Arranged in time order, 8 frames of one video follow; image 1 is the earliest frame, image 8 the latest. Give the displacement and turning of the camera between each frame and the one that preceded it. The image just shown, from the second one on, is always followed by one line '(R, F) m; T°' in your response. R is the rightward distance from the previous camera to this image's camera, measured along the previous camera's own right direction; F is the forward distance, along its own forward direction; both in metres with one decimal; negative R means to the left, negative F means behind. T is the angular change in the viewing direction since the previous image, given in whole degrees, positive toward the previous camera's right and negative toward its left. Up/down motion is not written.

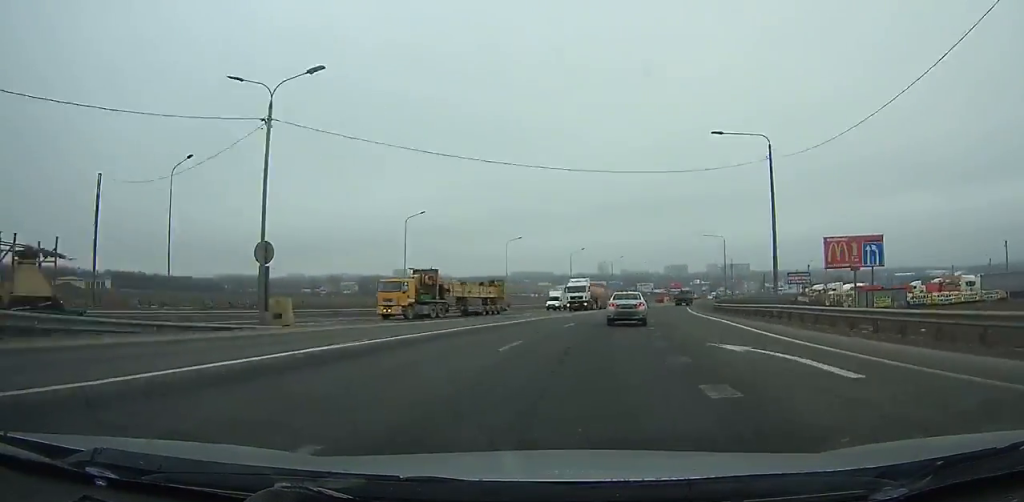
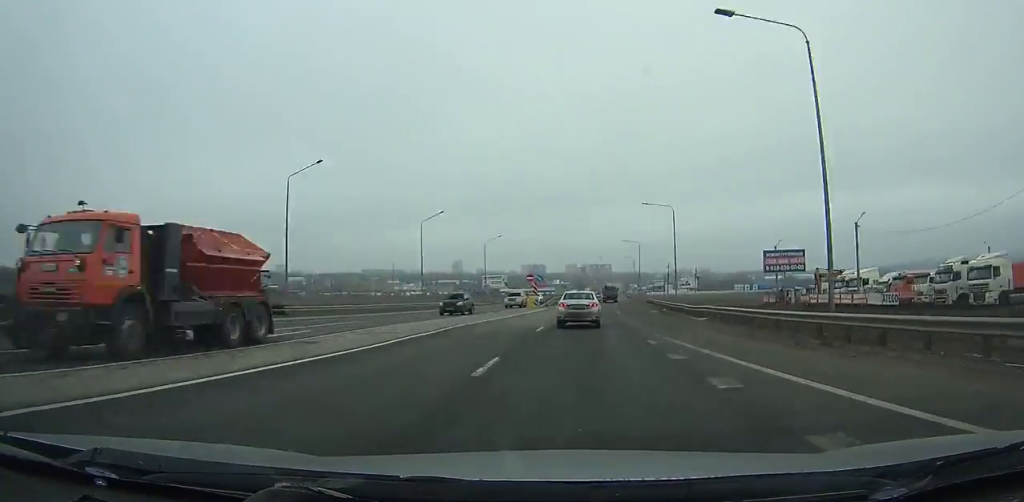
(+8.8, +74.2) m; +11°
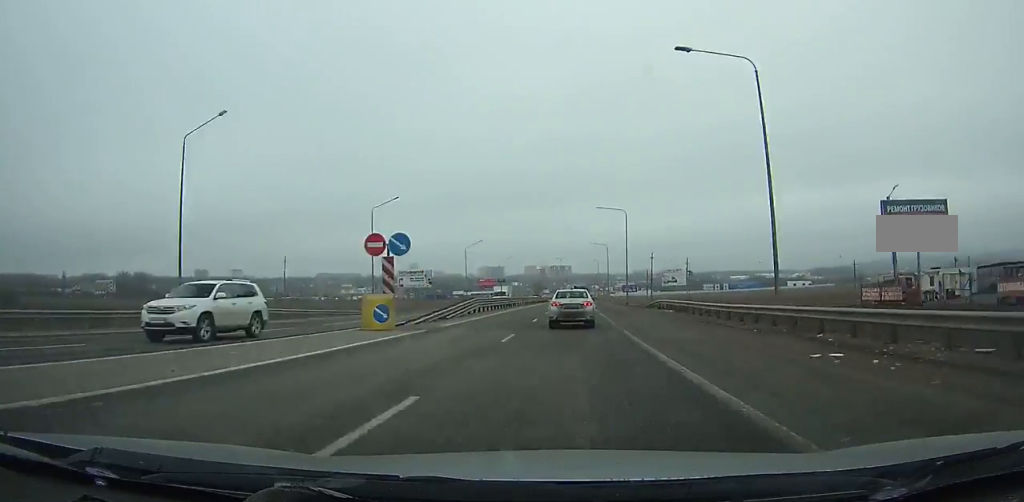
(+1.6, +41.5) m; +2°
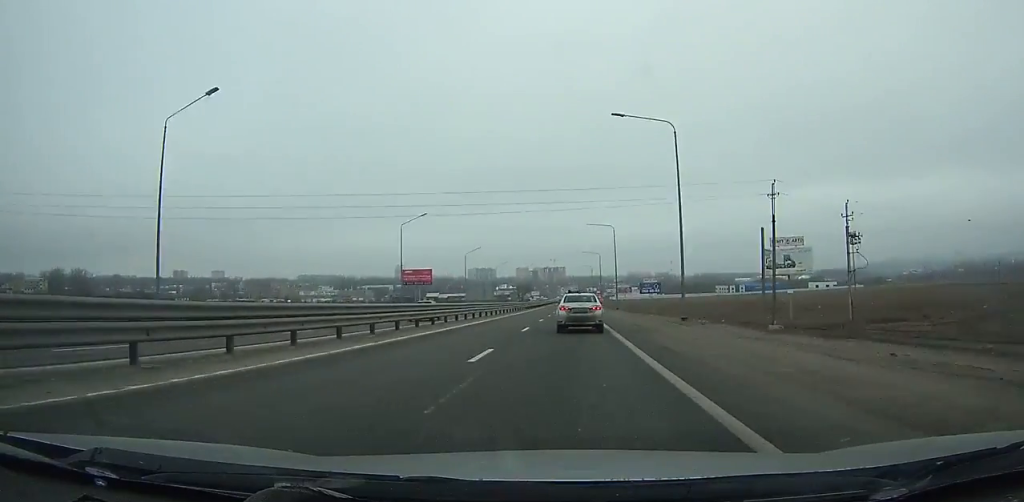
(+1.3, +84.5) m; +1°
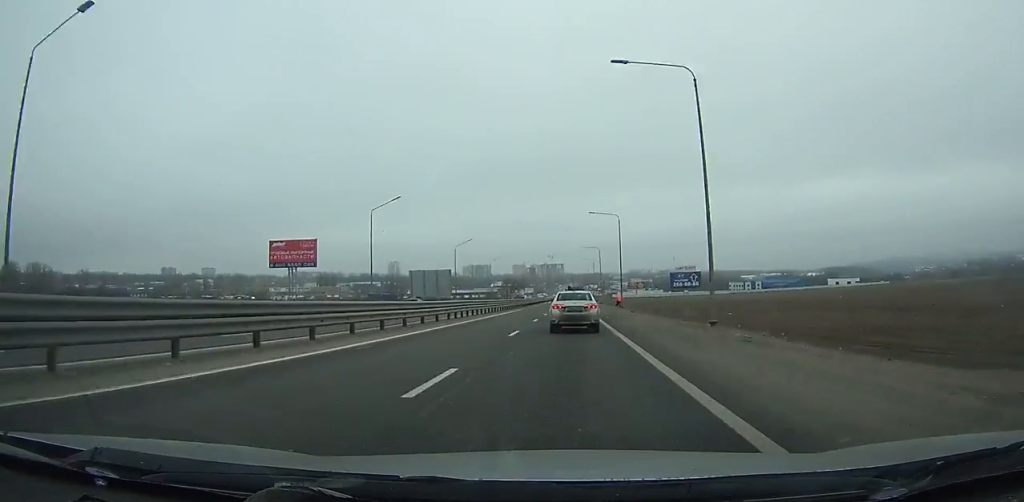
(-0.2, +53.2) m; 0°
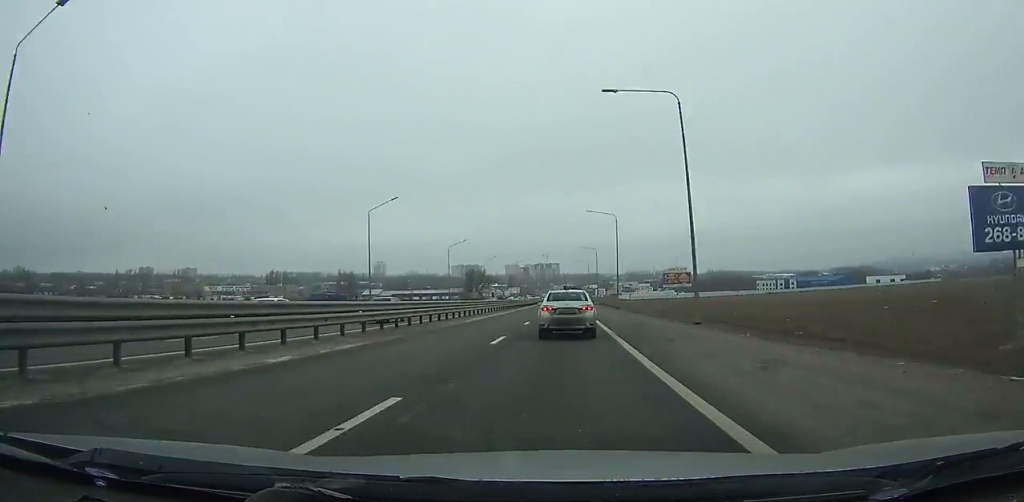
(+0.5, +87.4) m; 0°
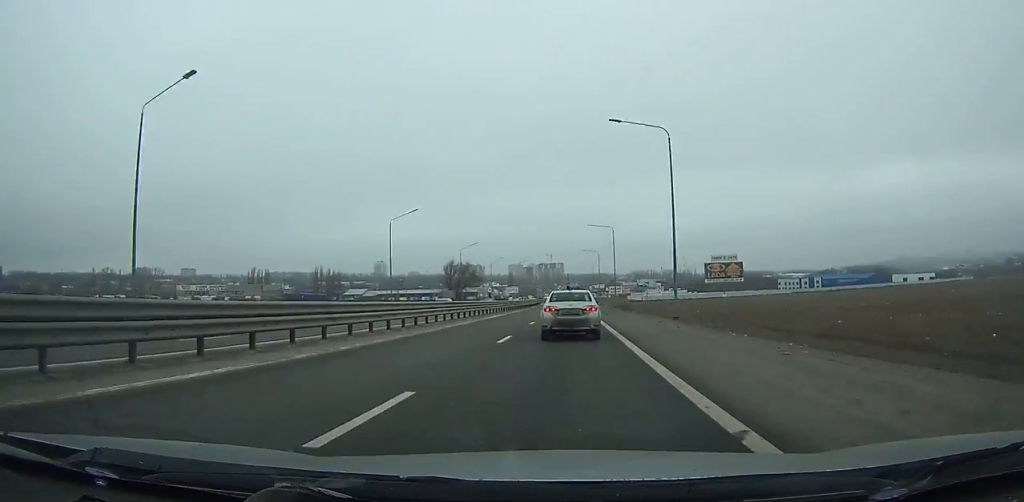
(-0.1, +36.0) m; 0°
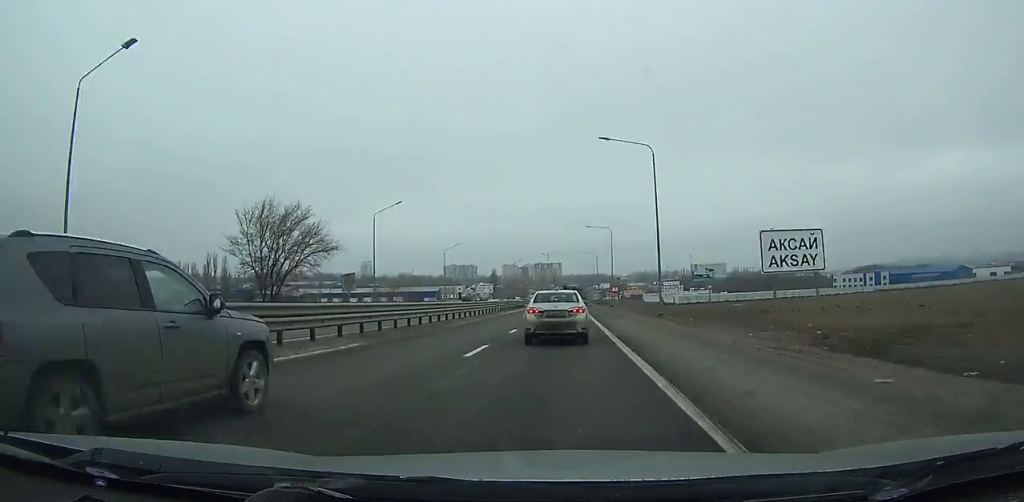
(-0.2, +87.9) m; 0°
